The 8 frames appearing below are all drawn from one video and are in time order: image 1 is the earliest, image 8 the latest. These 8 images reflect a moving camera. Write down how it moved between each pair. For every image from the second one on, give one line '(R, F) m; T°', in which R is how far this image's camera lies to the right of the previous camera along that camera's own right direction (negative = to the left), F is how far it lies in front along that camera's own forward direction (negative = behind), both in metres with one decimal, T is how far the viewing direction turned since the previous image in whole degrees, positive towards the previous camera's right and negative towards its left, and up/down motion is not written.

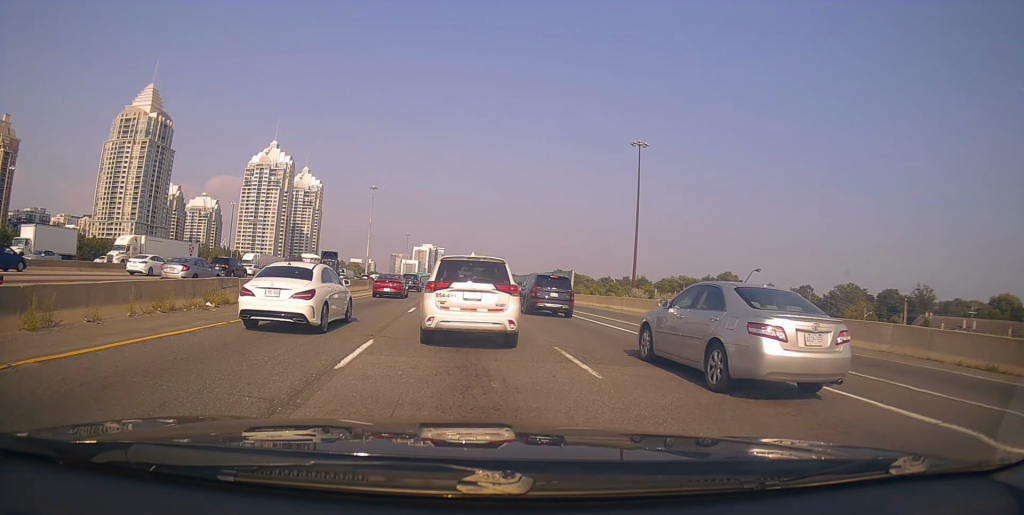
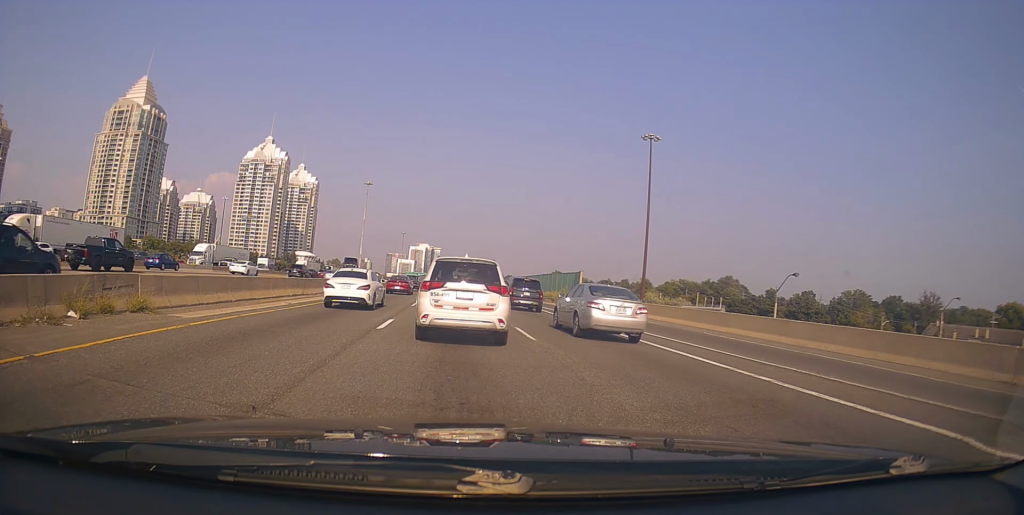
(-0.3, +7.1) m; -2°
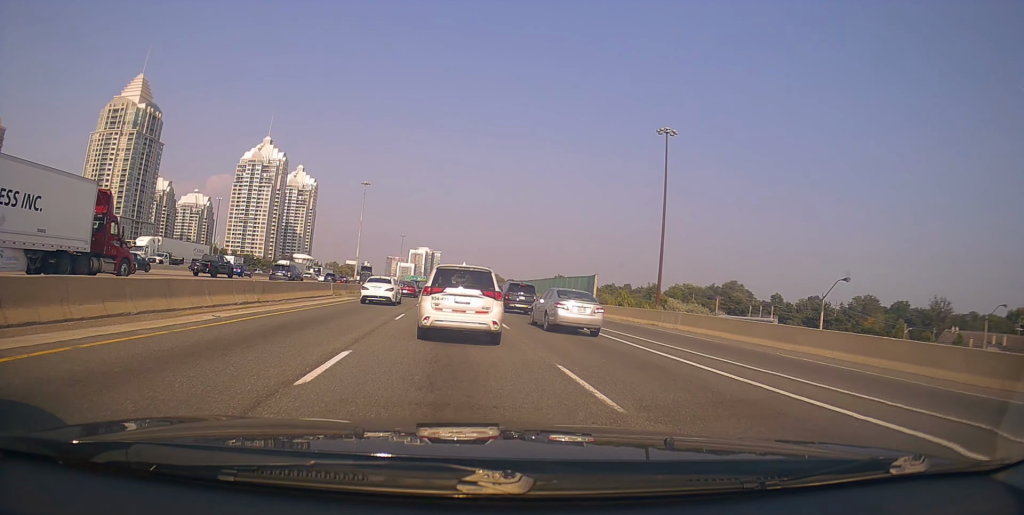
(+0.2, +6.2) m; +4°
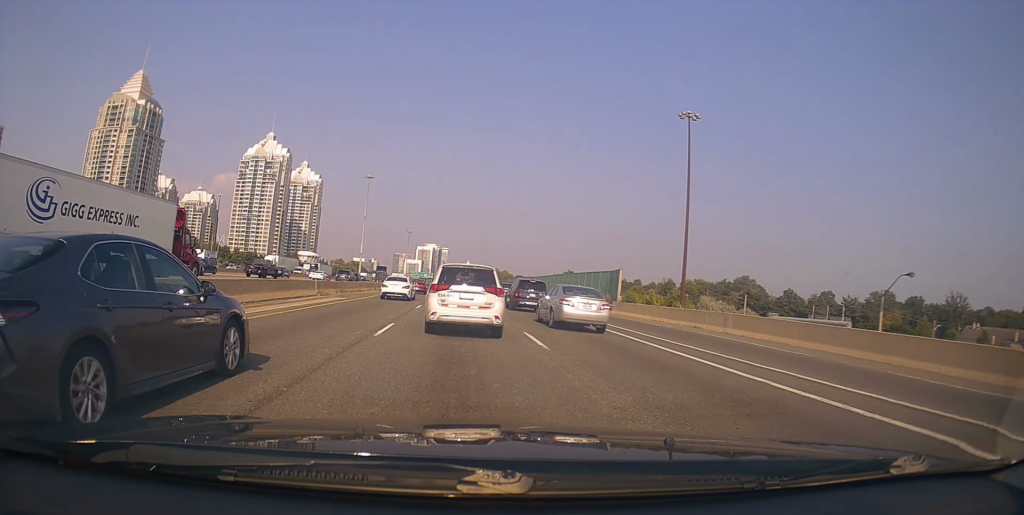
(+0.1, +5.5) m; -1°
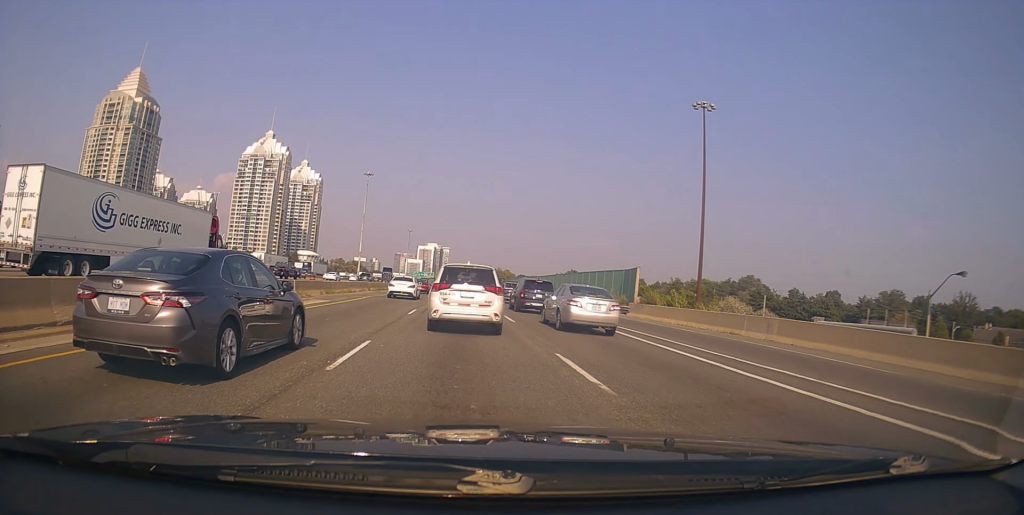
(-0.2, +4.3) m; 0°
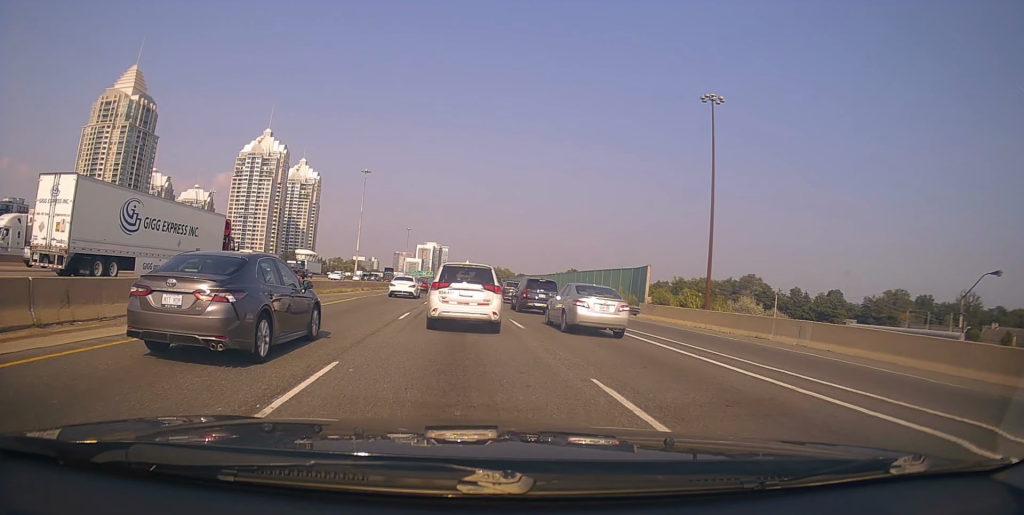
(-0.2, +2.6) m; +1°
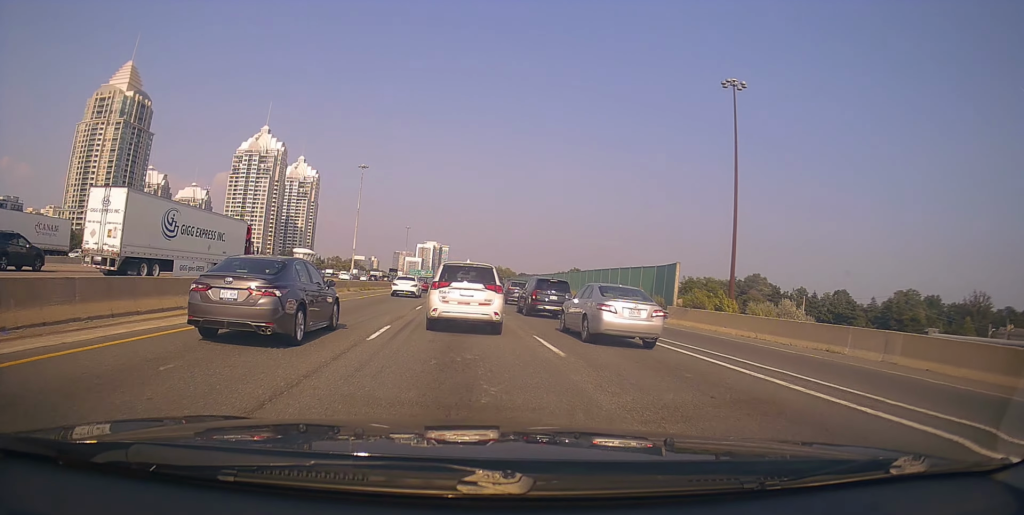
(+0.4, +5.5) m; +1°
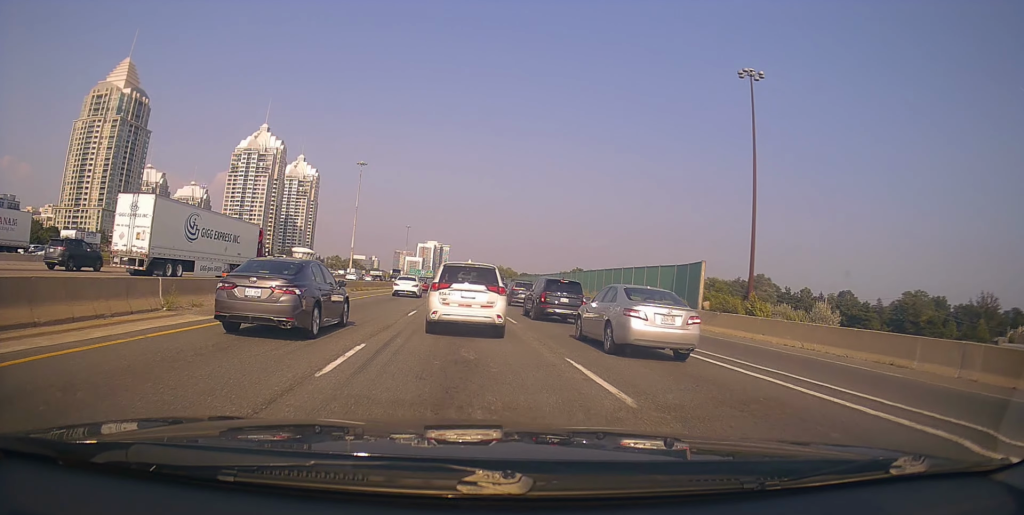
(-0.2, +3.9) m; -2°
